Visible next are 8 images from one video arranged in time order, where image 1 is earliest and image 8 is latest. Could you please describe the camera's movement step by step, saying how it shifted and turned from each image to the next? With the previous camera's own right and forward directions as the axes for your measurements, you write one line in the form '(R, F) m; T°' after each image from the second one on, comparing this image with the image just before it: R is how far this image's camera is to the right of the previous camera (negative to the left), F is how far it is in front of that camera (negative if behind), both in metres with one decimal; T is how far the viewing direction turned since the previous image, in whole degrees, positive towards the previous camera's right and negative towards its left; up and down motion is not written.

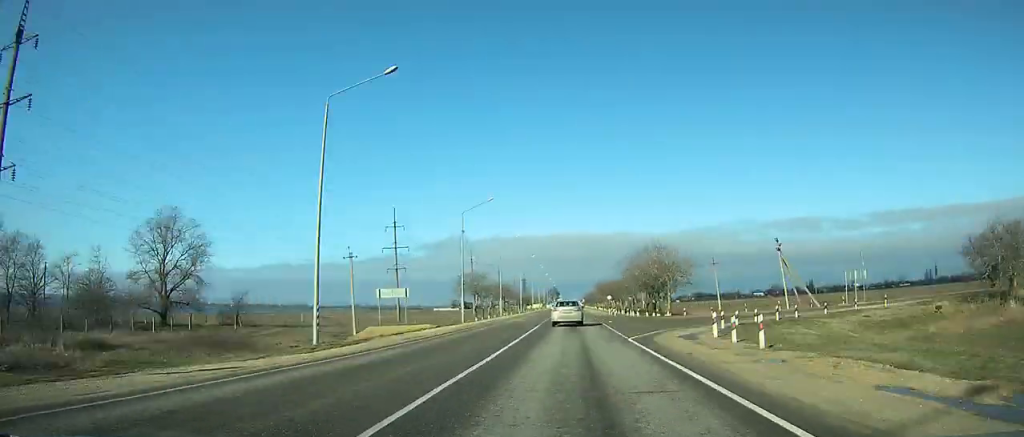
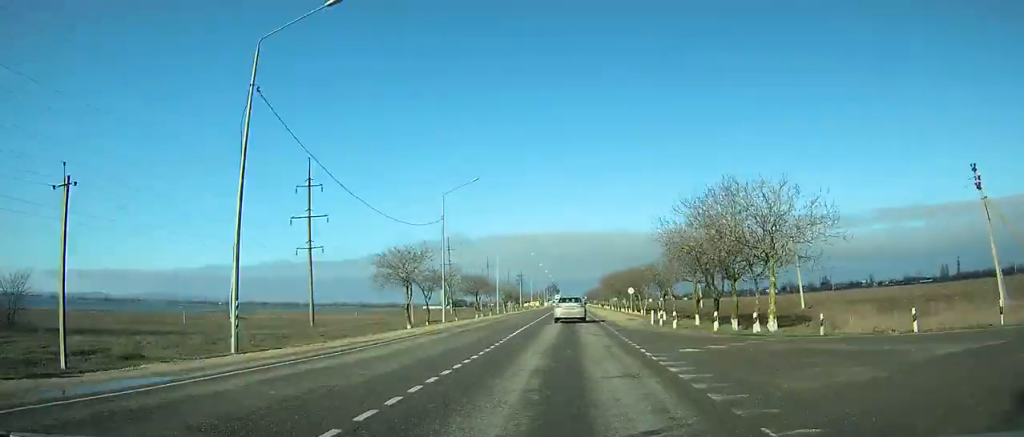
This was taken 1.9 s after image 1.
(+0.1, +39.3) m; 0°
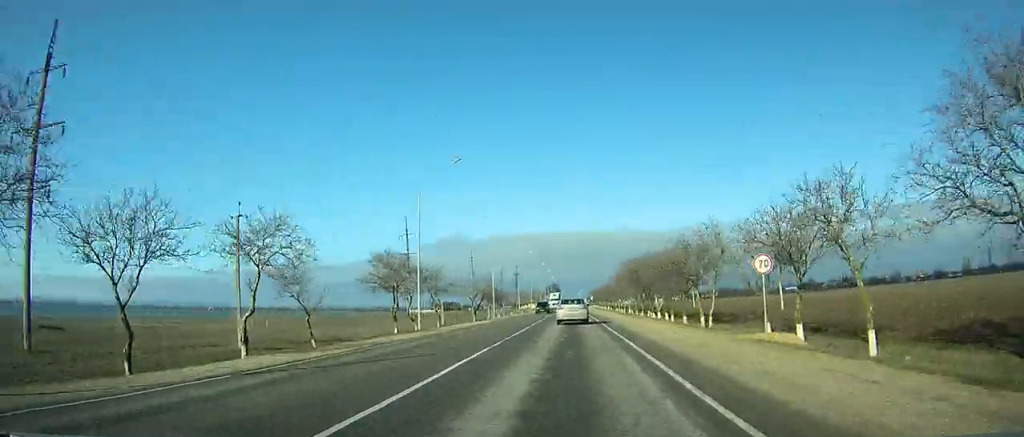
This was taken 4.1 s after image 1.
(-0.3, +45.6) m; 0°
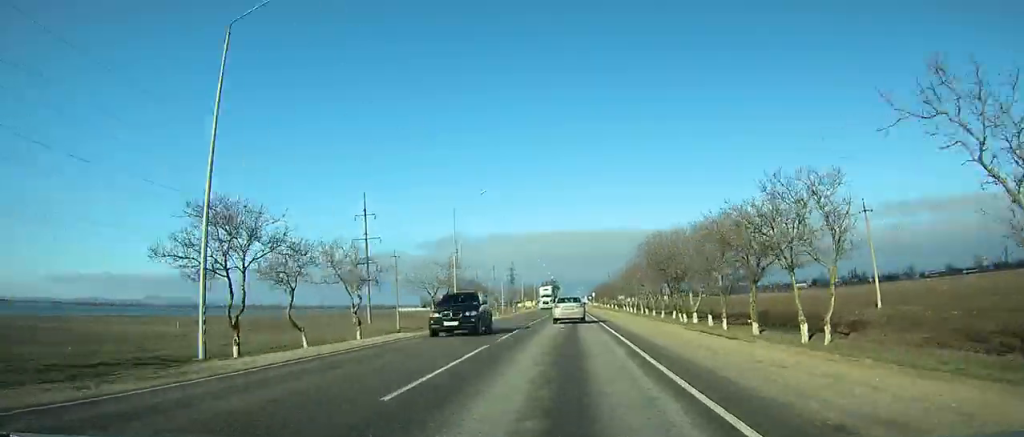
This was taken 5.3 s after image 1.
(-0.1, +24.8) m; 0°
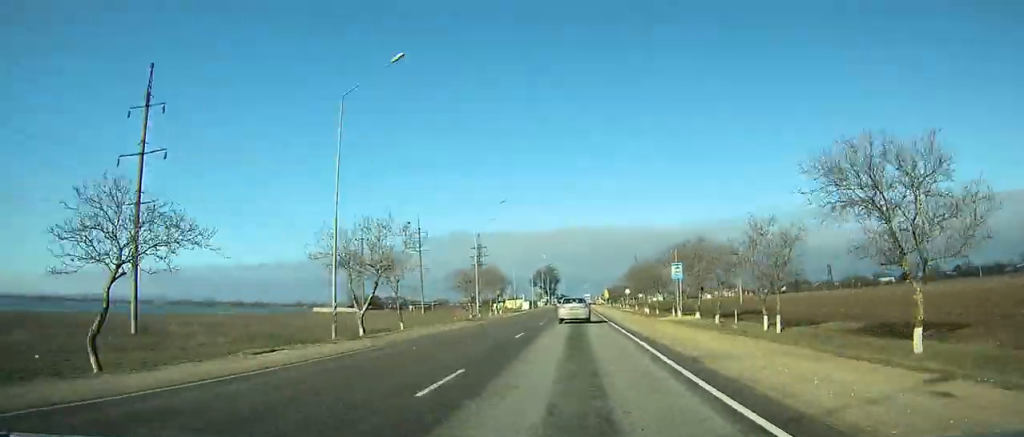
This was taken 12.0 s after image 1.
(-0.5, +135.5) m; 0°
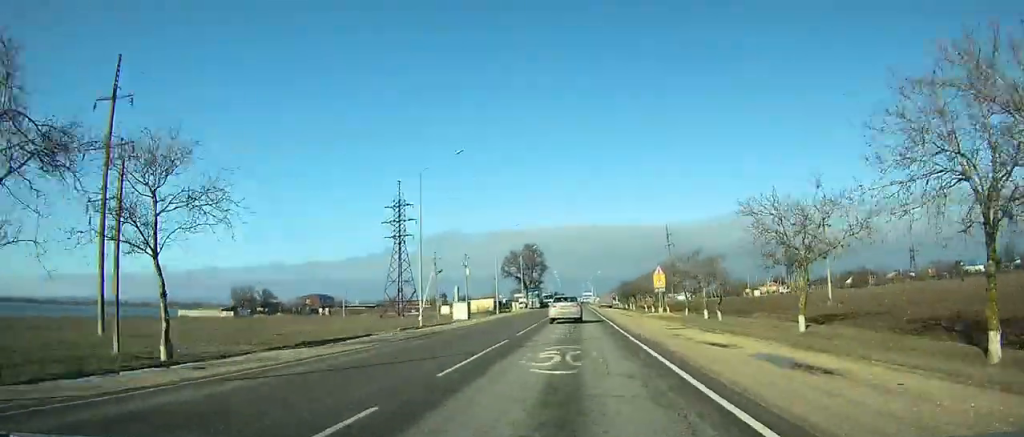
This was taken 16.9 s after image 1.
(+0.6, +91.1) m; 0°
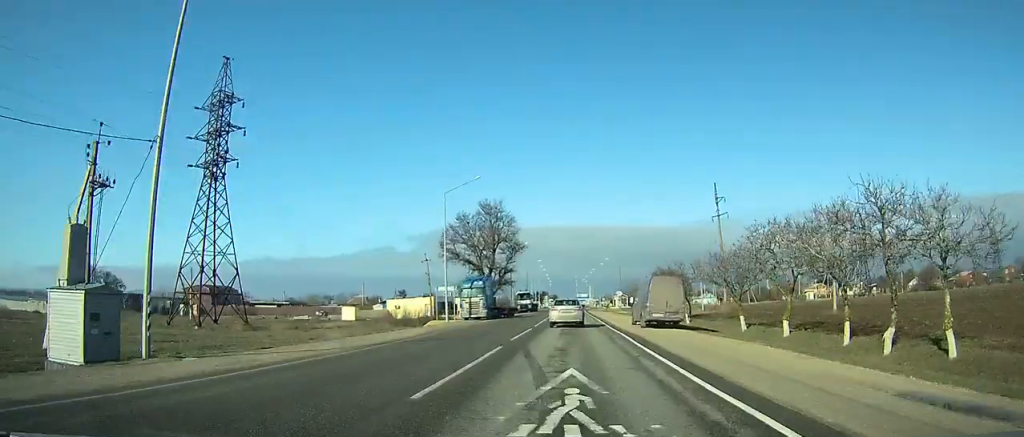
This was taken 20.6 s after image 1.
(-0.4, +61.6) m; 0°
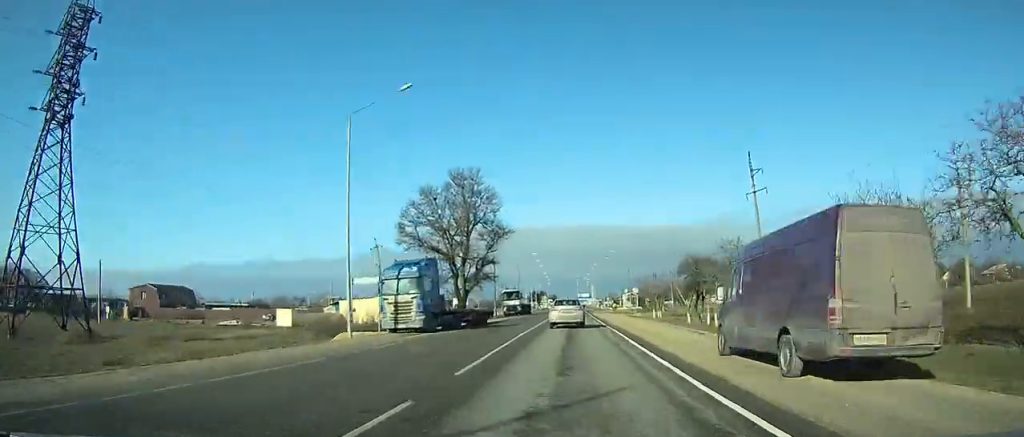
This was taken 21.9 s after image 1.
(0.0, +20.4) m; 0°
